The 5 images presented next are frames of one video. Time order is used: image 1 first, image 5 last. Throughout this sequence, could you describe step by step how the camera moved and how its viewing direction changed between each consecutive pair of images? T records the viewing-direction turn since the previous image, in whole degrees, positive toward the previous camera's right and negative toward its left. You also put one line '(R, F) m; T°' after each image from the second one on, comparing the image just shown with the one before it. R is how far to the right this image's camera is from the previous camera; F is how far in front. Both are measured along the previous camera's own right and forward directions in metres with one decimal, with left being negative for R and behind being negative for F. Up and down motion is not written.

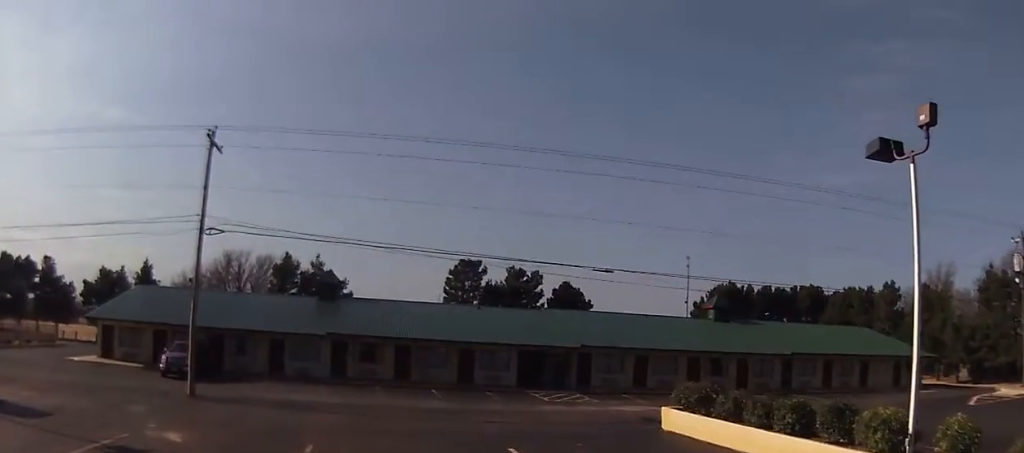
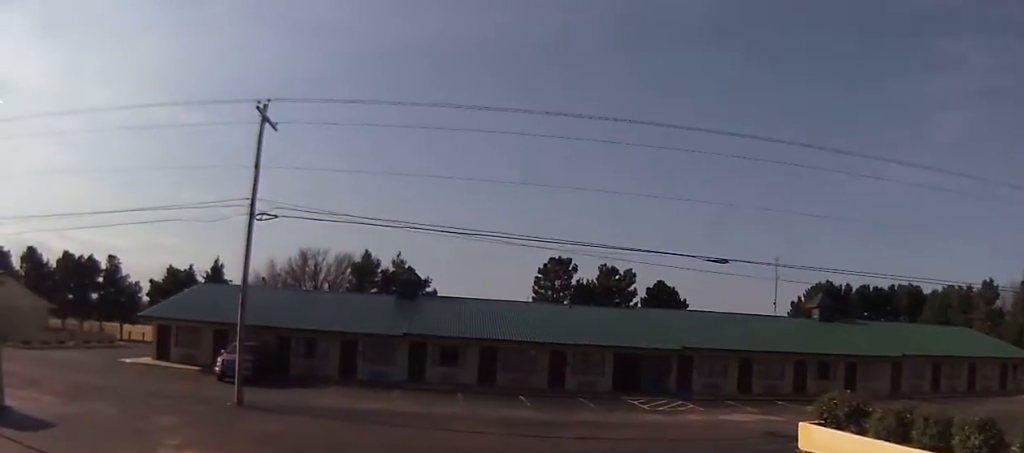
(-0.7, +4.1) m; -15°
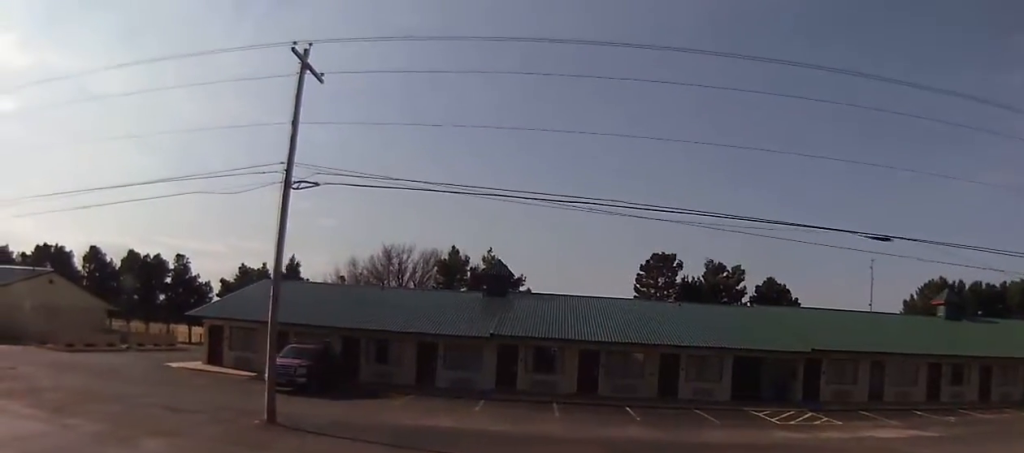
(-0.9, +5.9) m; -15°
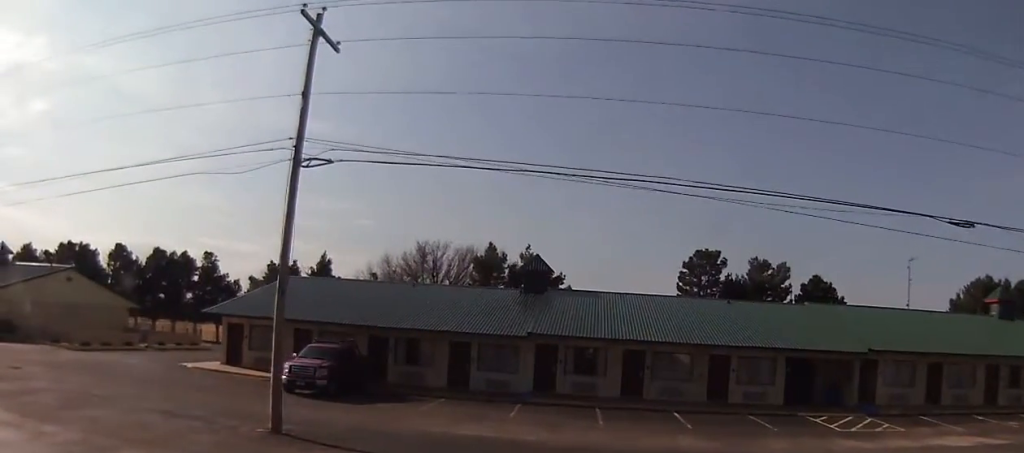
(0.0, +2.8) m; +3°
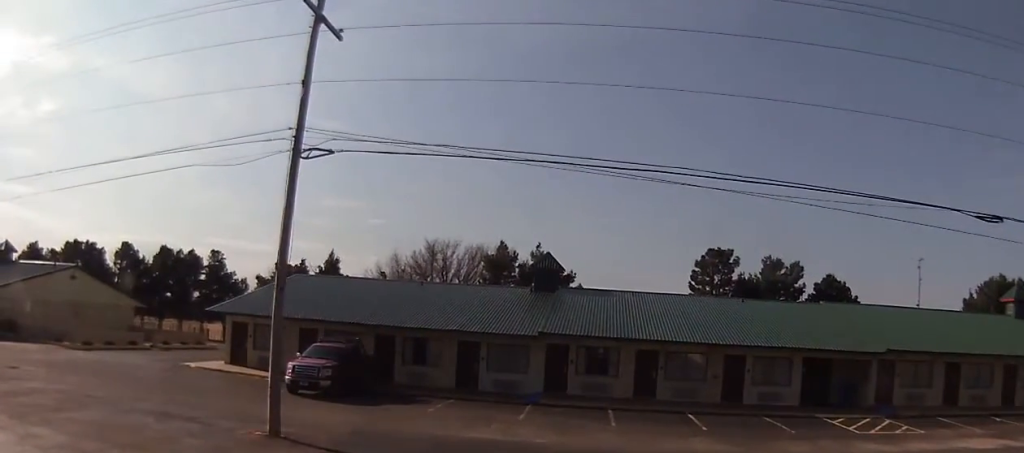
(+0.2, +1.2) m; 0°
